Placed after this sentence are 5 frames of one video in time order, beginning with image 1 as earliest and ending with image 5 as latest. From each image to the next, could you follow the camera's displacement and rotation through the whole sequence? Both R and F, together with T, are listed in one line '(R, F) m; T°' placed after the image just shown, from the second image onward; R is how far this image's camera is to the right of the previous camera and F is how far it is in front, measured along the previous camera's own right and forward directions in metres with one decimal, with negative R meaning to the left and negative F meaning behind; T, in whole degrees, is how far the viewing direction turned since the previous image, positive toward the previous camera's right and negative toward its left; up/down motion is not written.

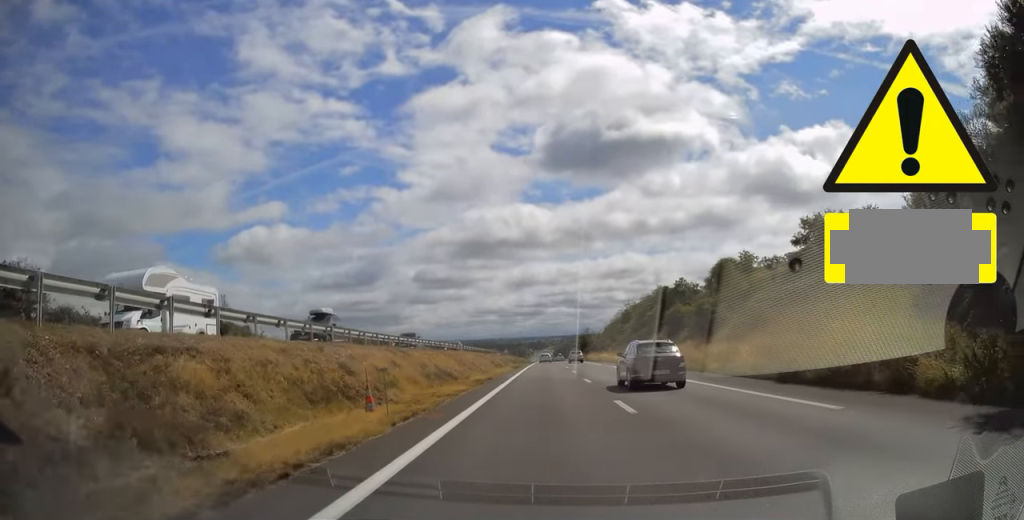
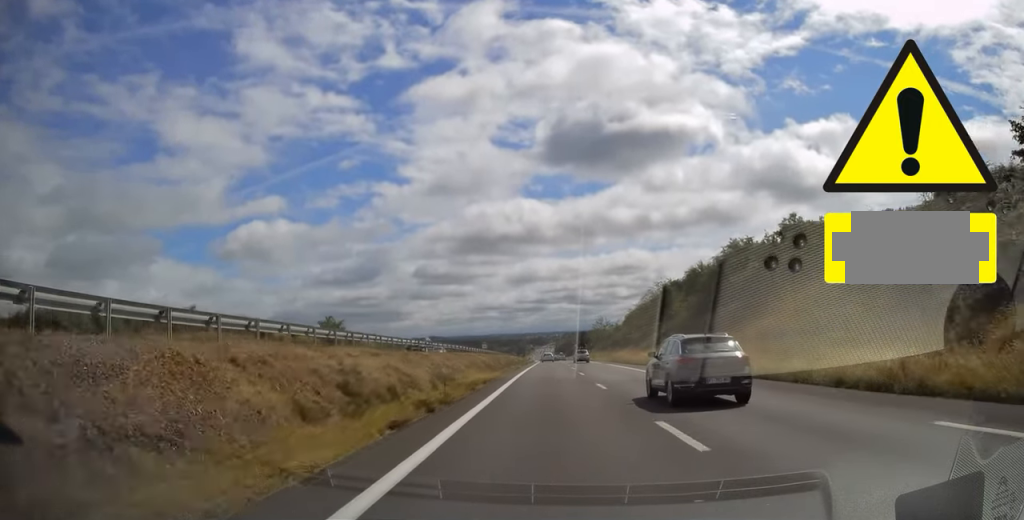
(0.0, +42.3) m; 0°
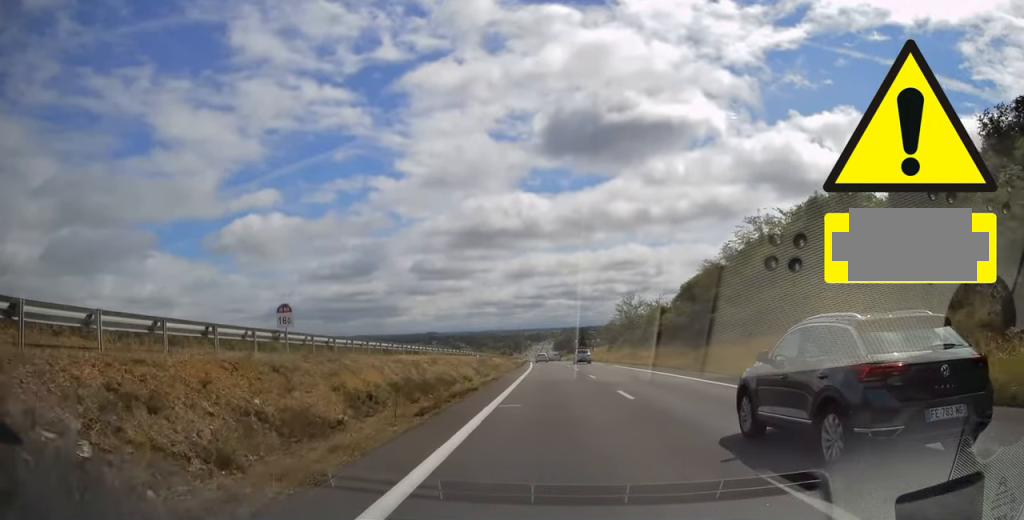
(0.0, +54.3) m; 0°
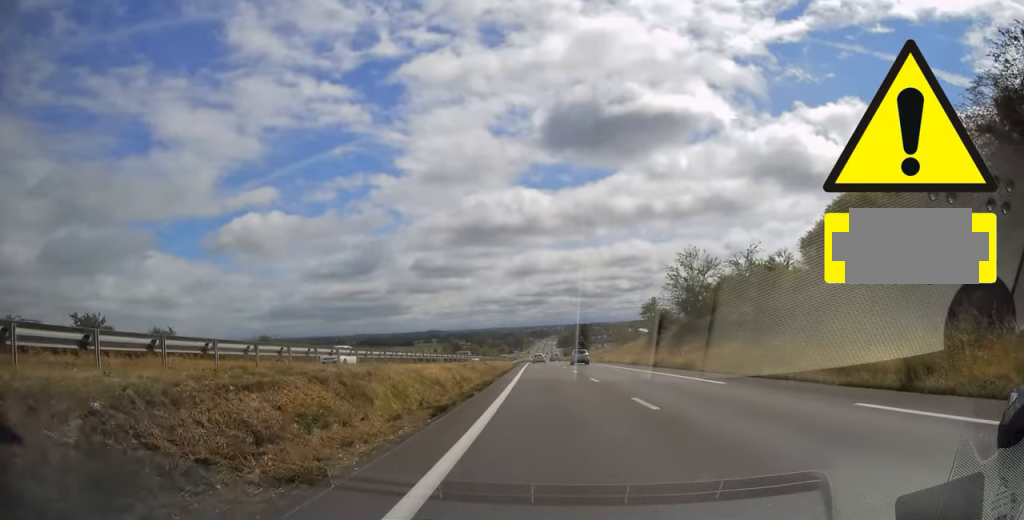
(-0.3, +40.2) m; 0°
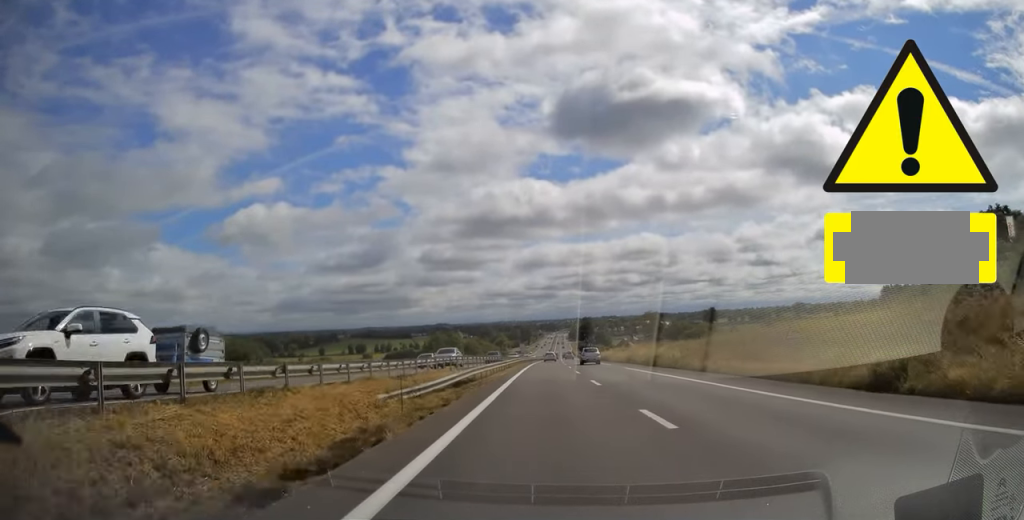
(-0.1, +65.3) m; -1°
